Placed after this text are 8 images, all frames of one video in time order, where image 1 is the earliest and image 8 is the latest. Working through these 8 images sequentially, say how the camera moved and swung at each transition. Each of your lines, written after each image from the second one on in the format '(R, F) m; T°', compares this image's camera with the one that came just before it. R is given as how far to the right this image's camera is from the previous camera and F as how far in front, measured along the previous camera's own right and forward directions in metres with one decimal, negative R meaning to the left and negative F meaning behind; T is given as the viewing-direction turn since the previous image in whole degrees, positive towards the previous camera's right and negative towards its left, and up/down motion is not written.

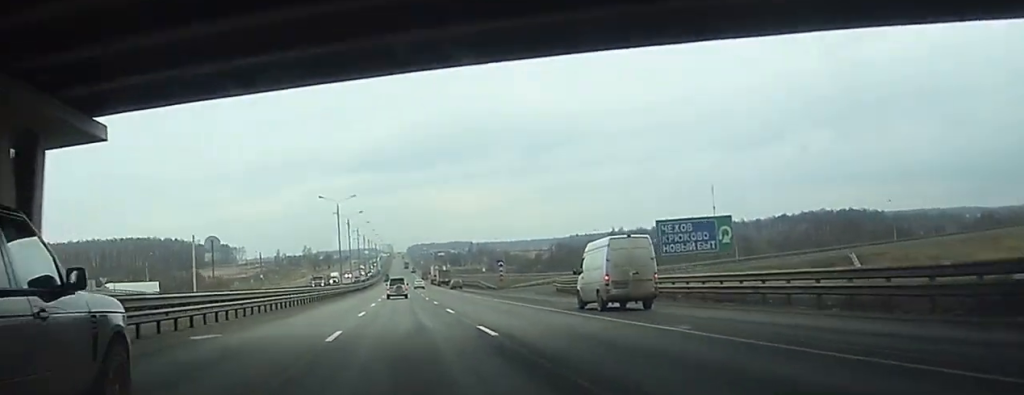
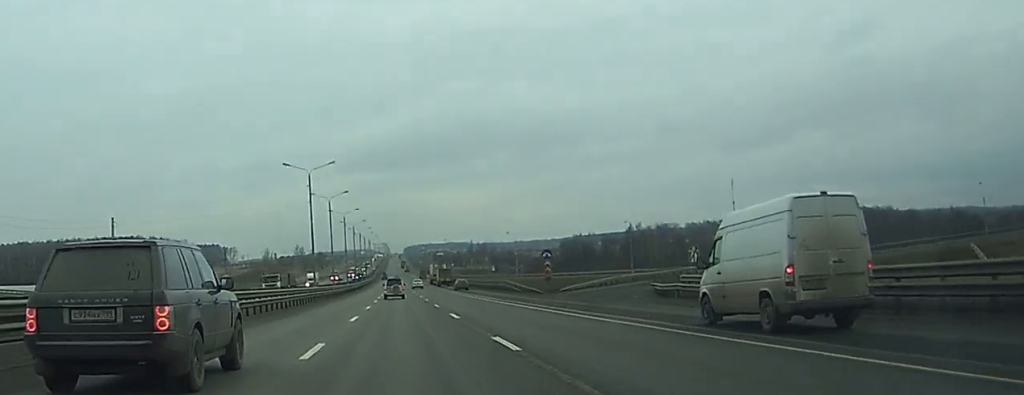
(-0.1, +36.2) m; 0°
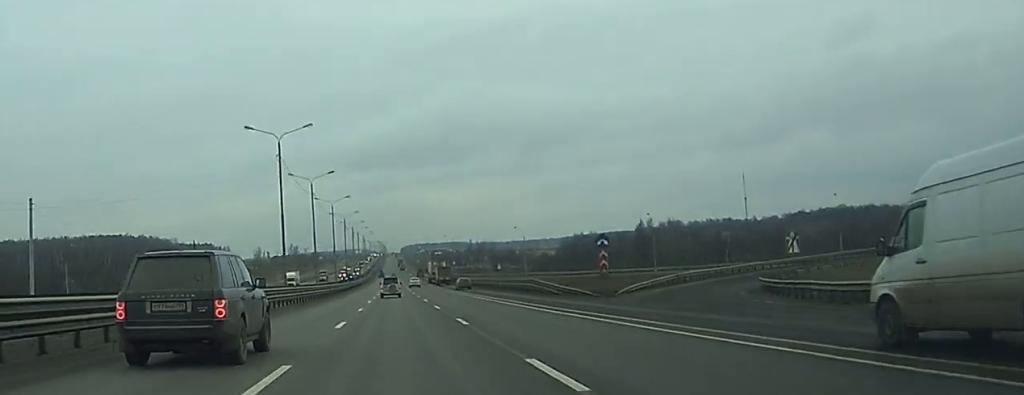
(0.0, +21.3) m; 0°
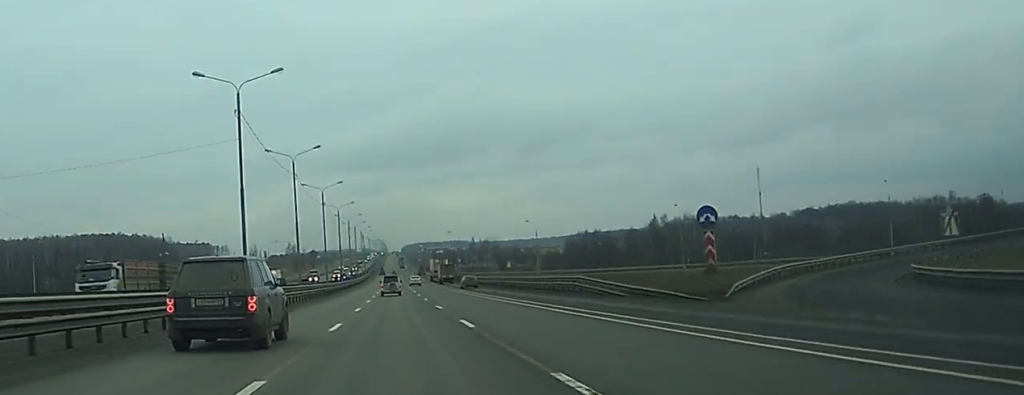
(0.0, +18.4) m; 0°
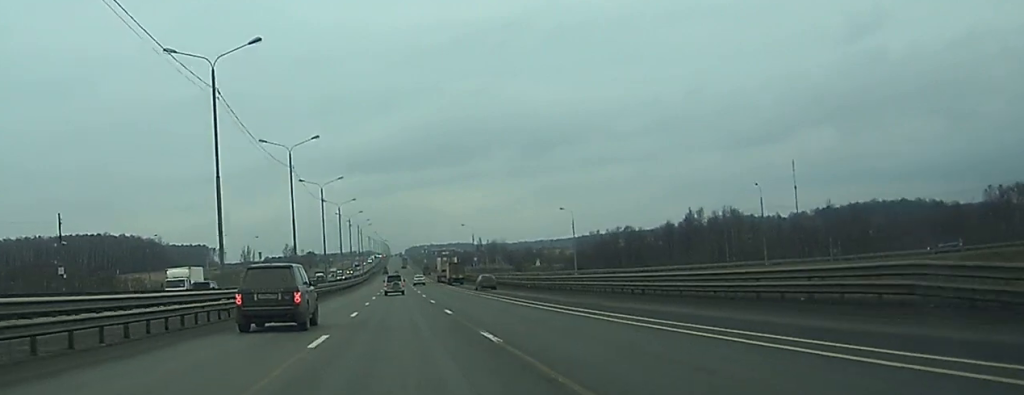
(0.0, +37.9) m; 0°
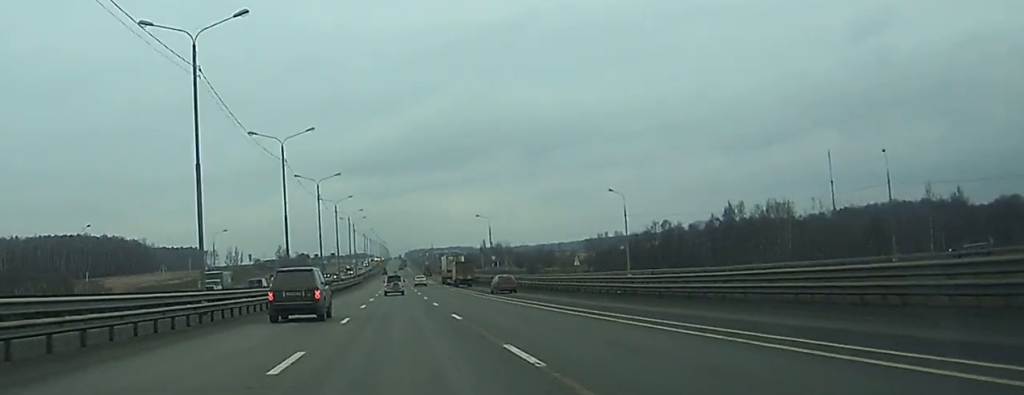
(0.0, +37.1) m; 0°
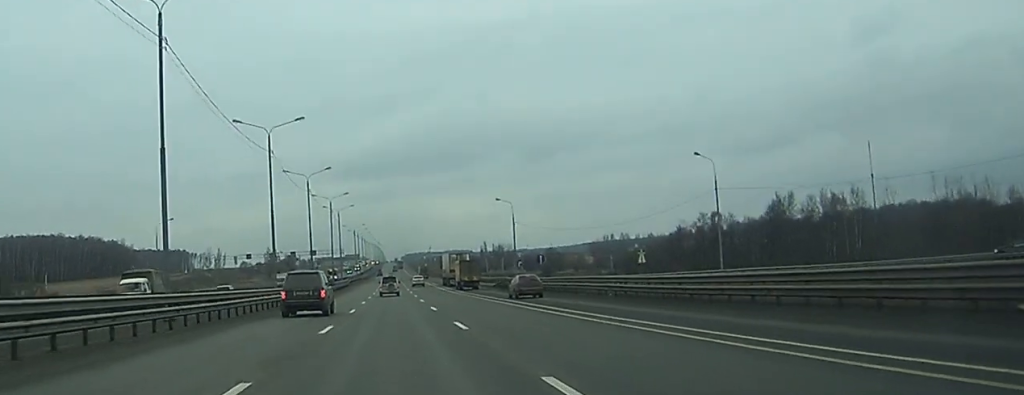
(0.0, +37.2) m; 0°
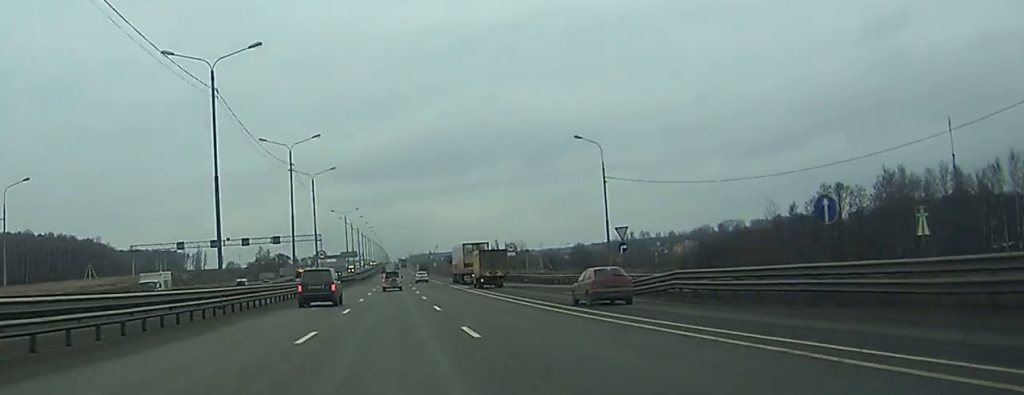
(-0.1, +52.6) m; 0°
